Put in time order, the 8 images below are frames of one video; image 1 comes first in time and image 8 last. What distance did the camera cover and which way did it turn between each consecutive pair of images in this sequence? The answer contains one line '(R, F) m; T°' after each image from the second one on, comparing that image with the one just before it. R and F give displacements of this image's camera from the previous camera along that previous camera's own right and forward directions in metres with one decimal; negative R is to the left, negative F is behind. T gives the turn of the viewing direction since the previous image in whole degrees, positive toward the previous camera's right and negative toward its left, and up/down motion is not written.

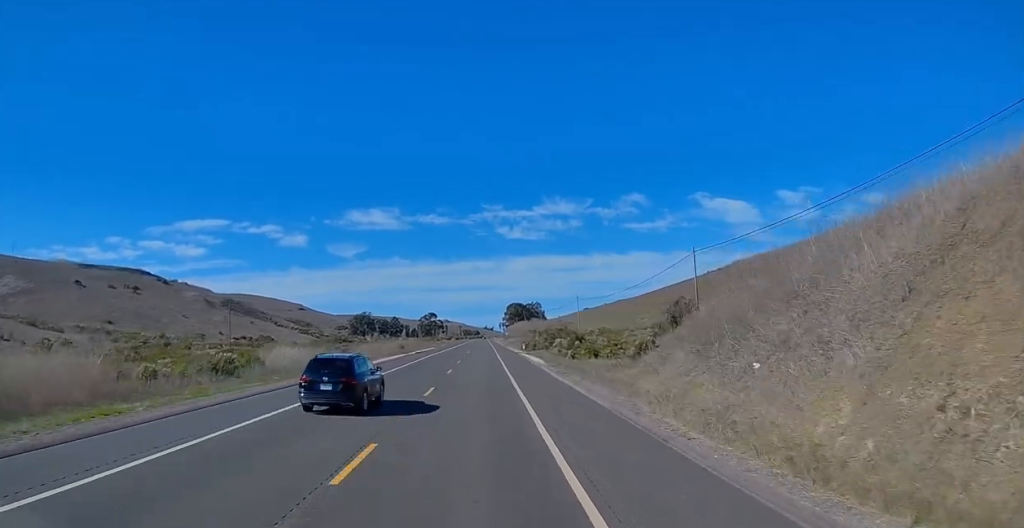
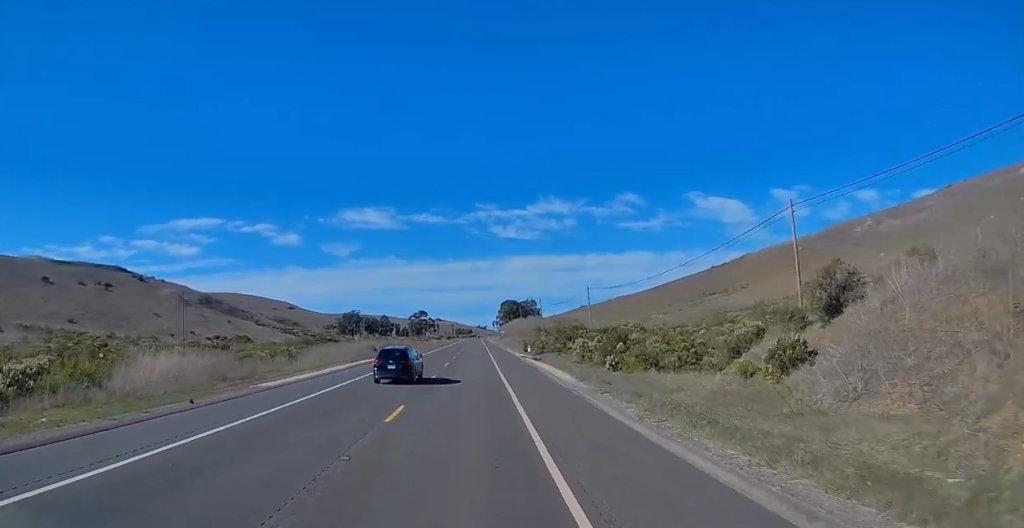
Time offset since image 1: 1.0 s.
(0.0, +20.7) m; 0°
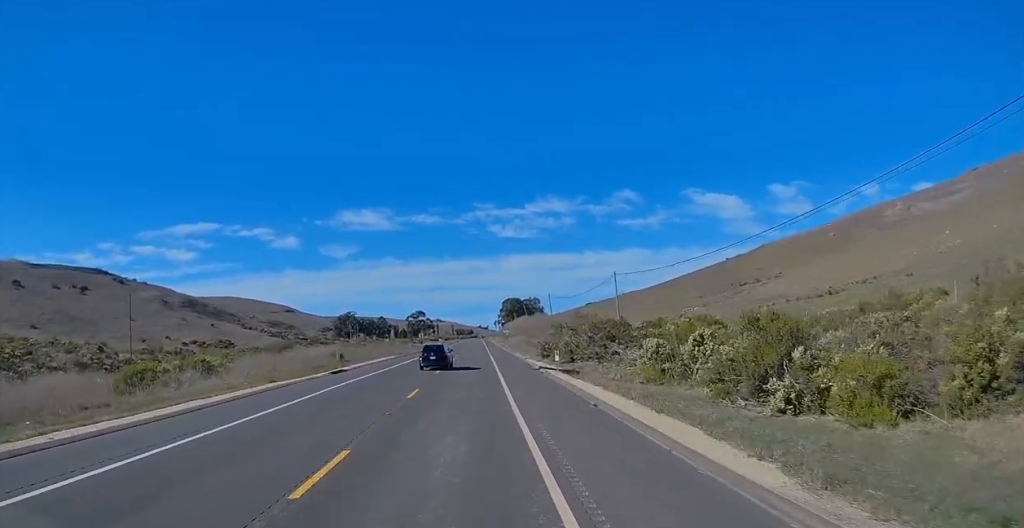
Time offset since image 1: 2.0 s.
(-0.1, +21.8) m; 0°
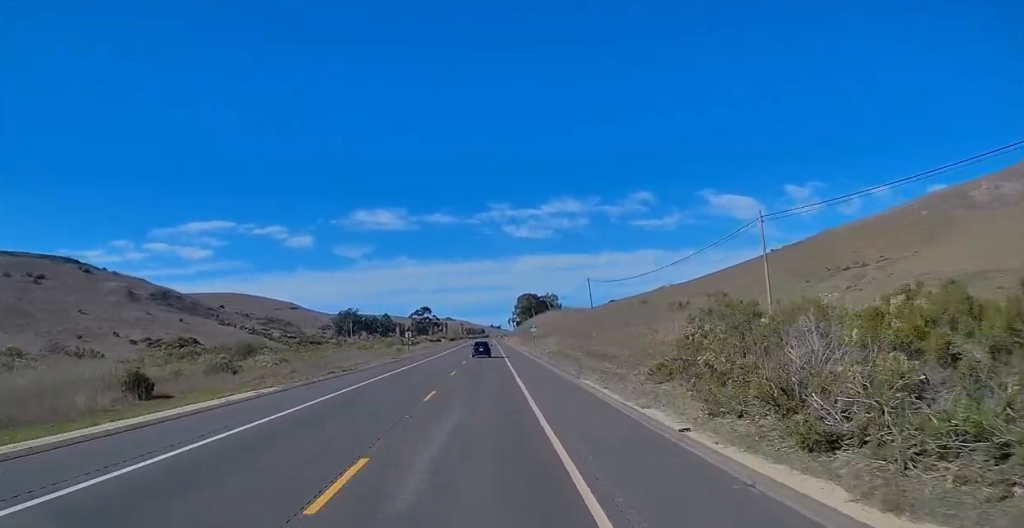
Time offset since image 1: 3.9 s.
(-0.3, +45.0) m; 0°
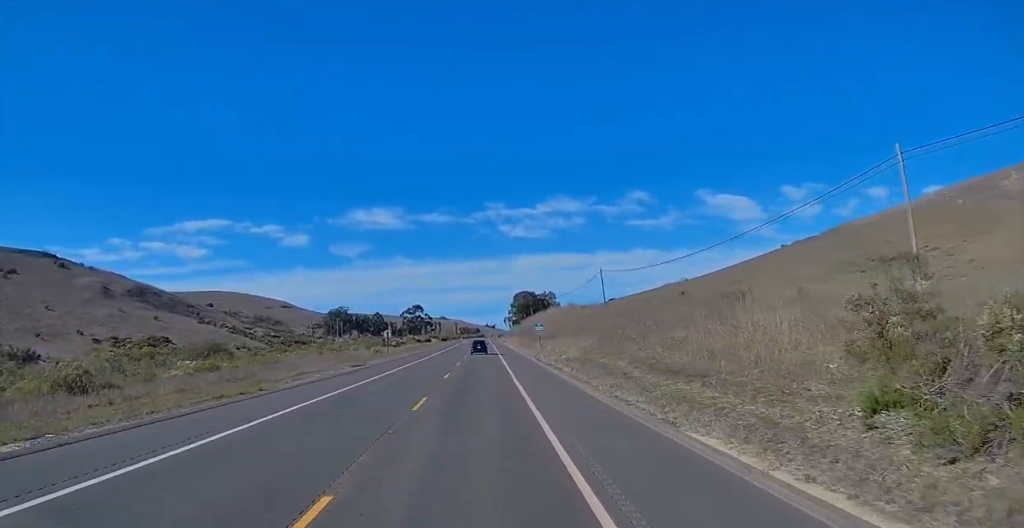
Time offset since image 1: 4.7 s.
(+0.1, +17.5) m; 0°
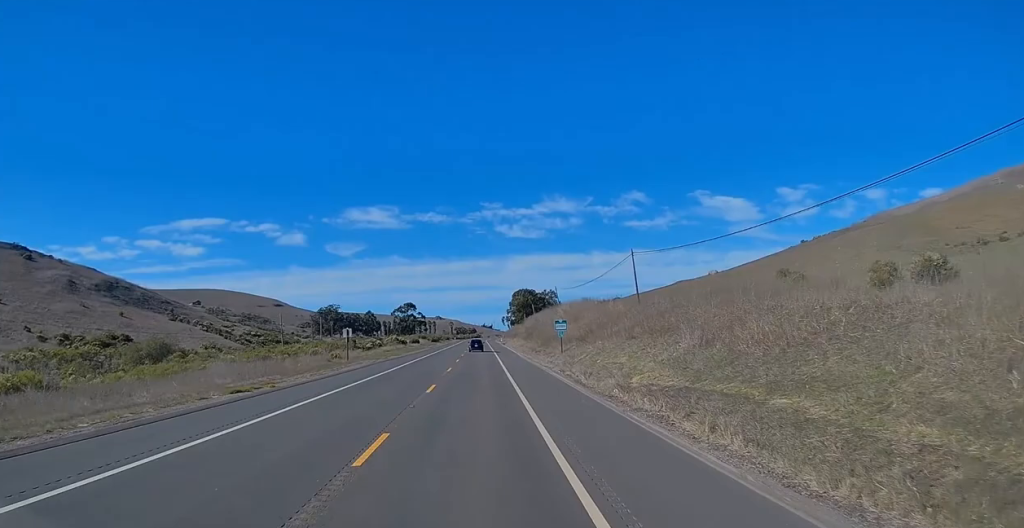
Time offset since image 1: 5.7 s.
(+0.1, +21.8) m; 0°
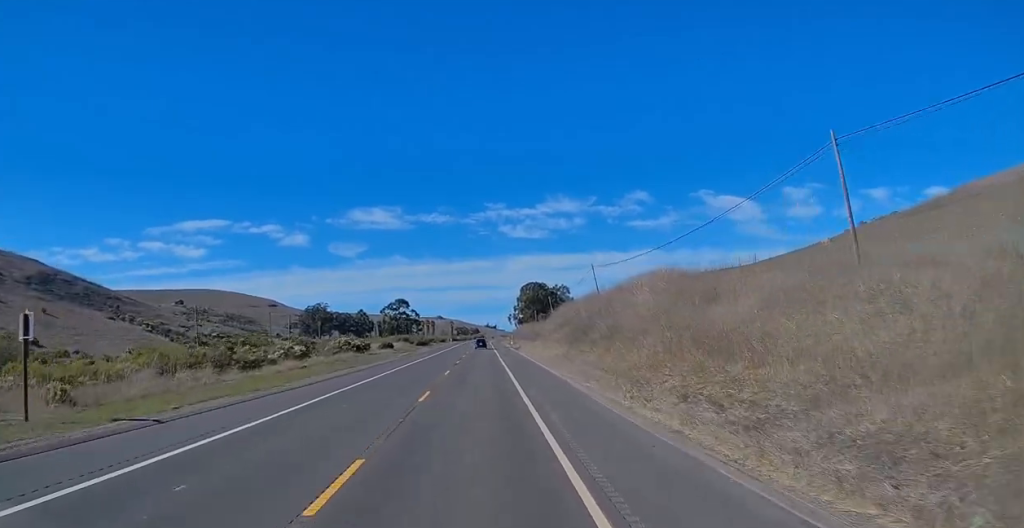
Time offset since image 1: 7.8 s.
(-0.1, +46.0) m; 0°
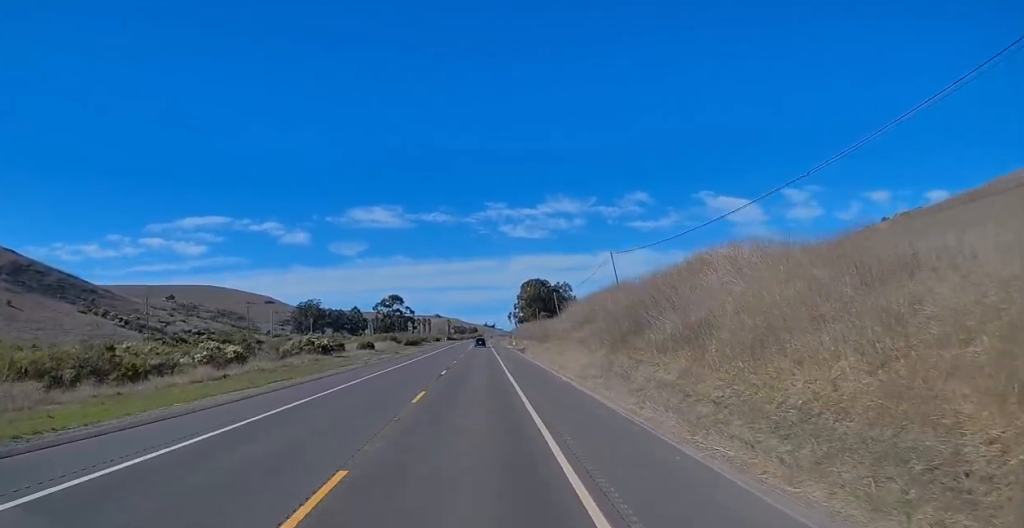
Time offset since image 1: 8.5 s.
(-0.1, +16.6) m; 0°
